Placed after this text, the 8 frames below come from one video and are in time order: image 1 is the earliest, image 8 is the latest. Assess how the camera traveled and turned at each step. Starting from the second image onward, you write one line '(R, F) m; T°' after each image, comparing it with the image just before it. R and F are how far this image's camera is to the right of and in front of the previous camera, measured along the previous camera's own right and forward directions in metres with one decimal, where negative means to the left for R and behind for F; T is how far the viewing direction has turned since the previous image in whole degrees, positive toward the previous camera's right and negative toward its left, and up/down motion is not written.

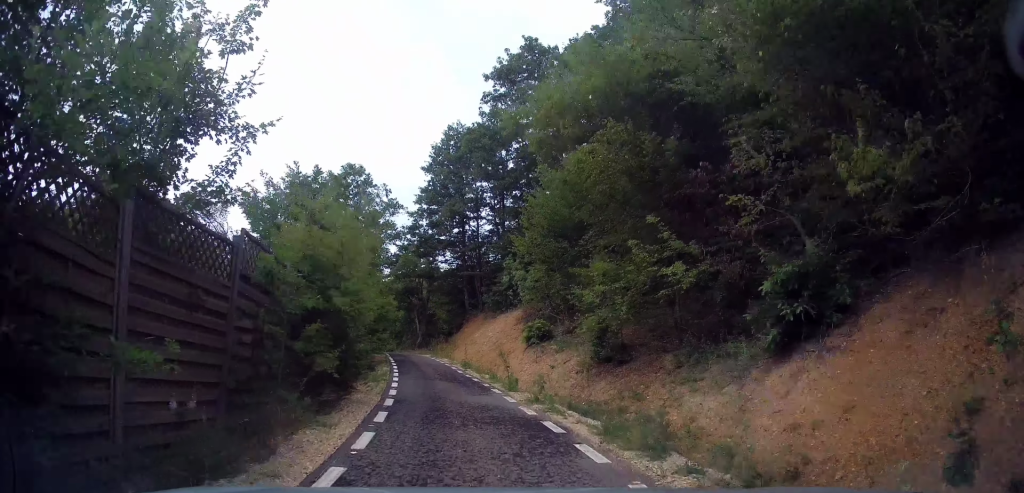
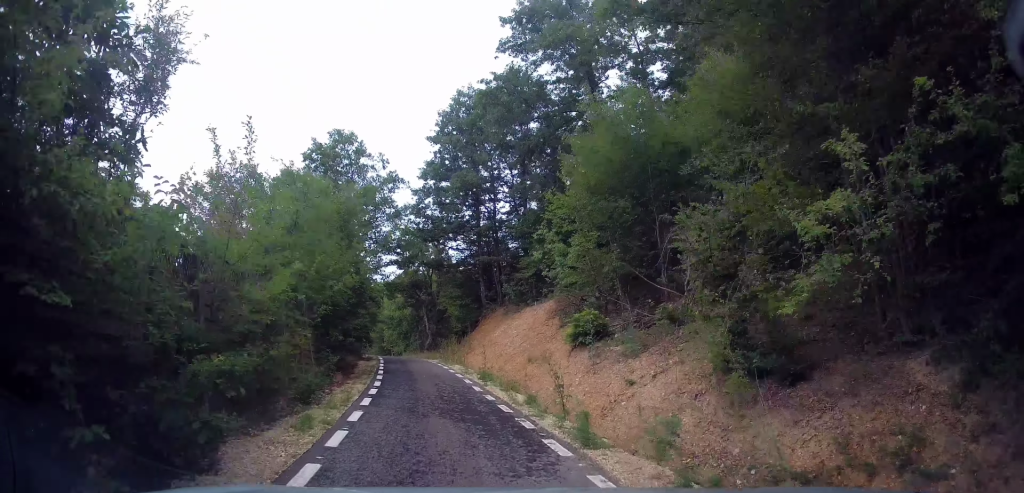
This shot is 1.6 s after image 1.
(0.0, +7.2) m; +1°
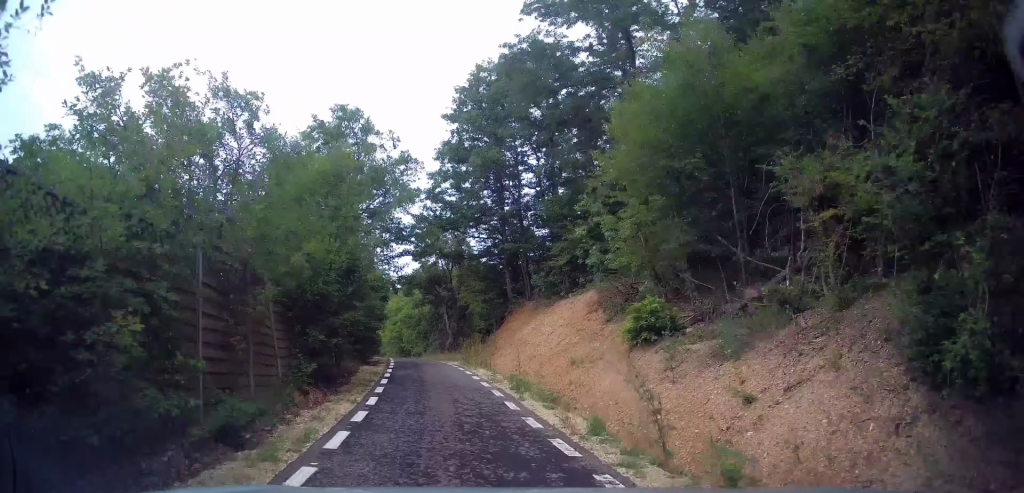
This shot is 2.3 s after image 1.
(+0.1, +3.8) m; 0°
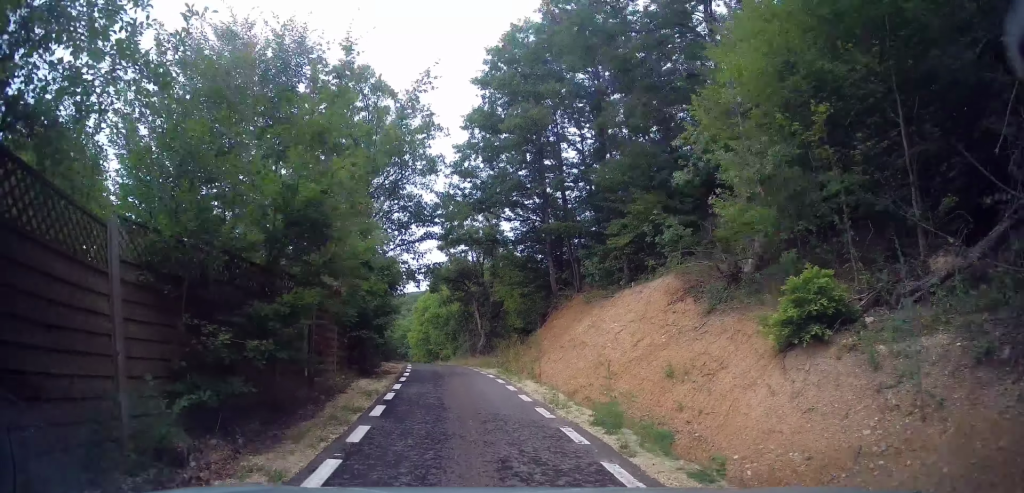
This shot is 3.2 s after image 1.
(0.0, +5.1) m; -3°
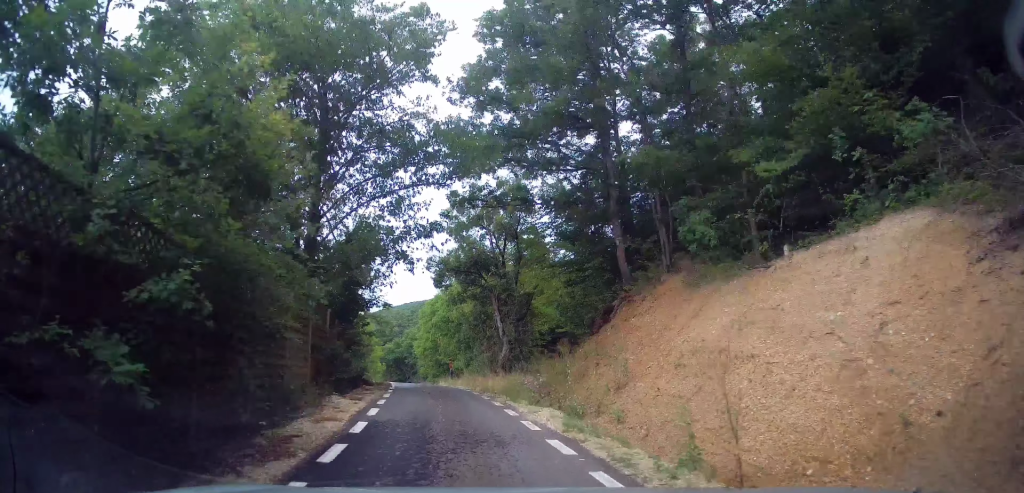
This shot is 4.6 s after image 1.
(-0.9, +9.4) m; -5°
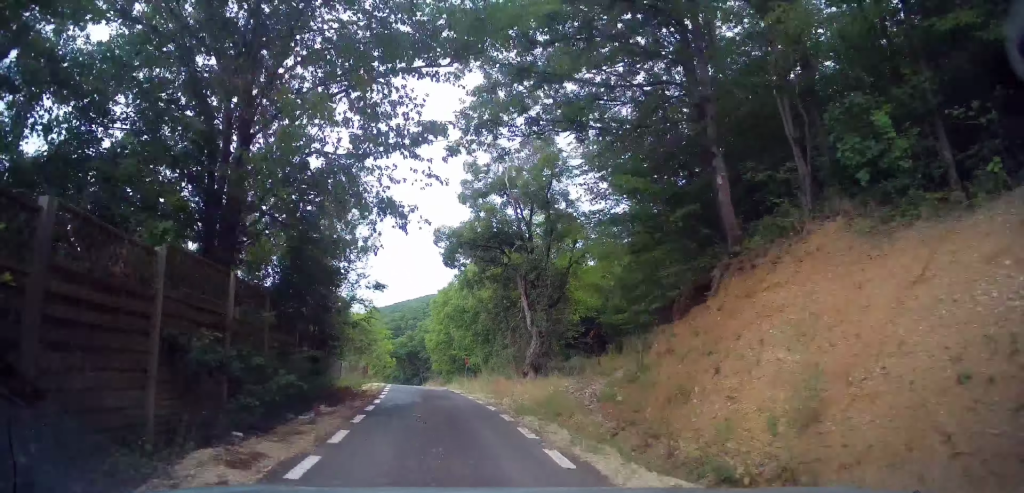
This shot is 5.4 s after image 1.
(+0.2, +6.0) m; -1°
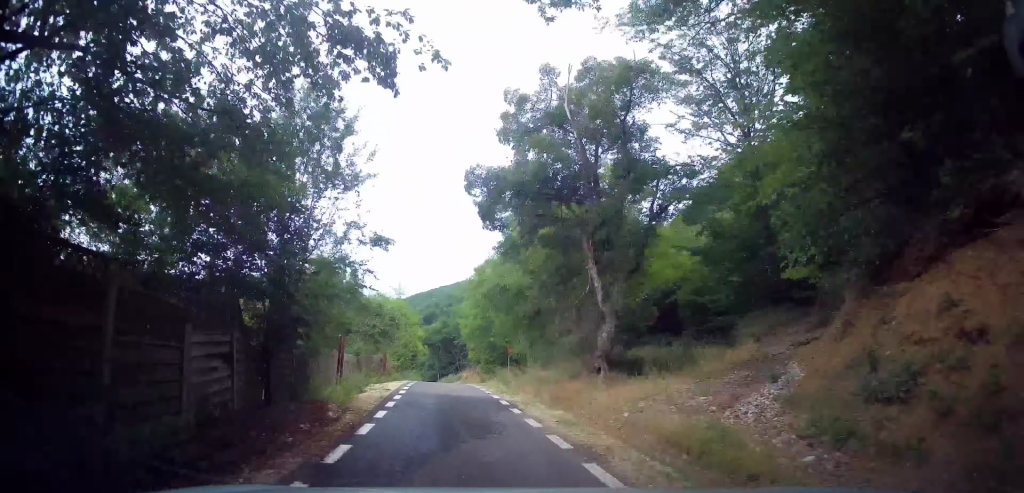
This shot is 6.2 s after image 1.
(-0.1, +6.4) m; -1°
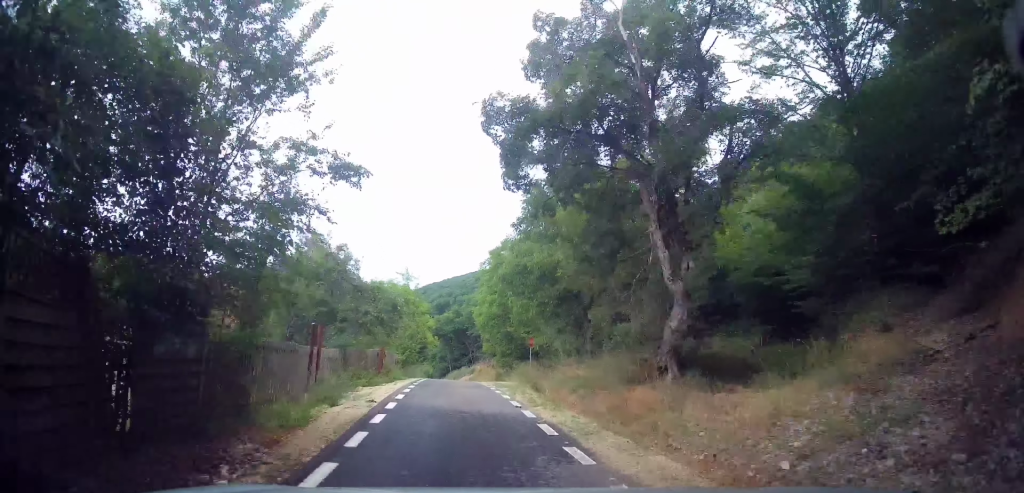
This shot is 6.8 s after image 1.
(-0.2, +4.7) m; -1°
